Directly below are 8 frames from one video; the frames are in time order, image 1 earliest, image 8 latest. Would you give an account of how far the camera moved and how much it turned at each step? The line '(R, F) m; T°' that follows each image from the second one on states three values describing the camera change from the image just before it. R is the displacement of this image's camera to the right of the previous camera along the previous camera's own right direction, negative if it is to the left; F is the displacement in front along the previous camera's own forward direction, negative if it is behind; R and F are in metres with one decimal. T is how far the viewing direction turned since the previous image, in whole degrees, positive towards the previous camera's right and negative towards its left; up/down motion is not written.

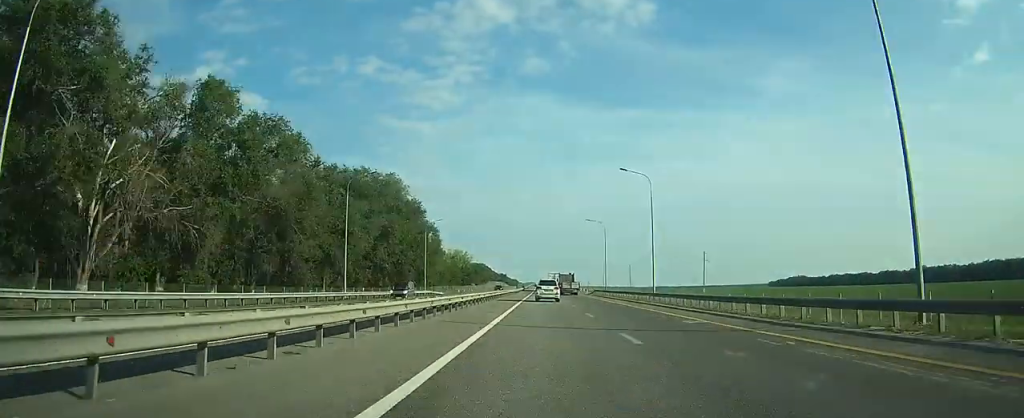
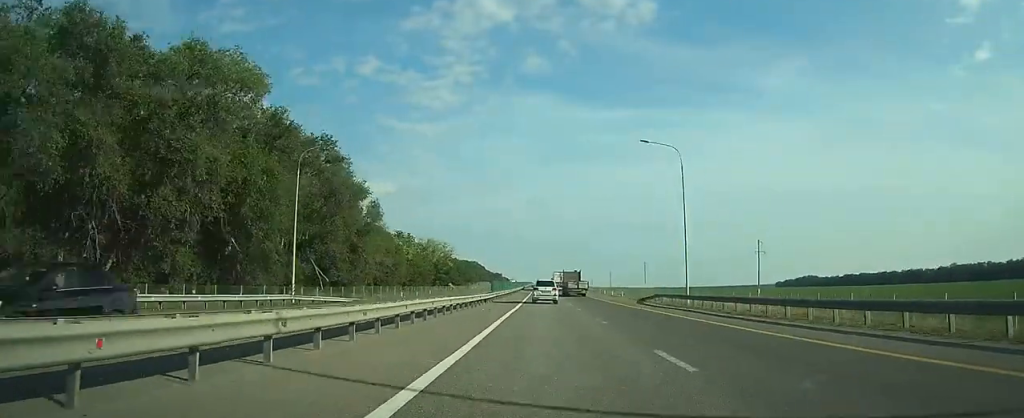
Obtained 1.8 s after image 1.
(-0.2, +52.3) m; 0°
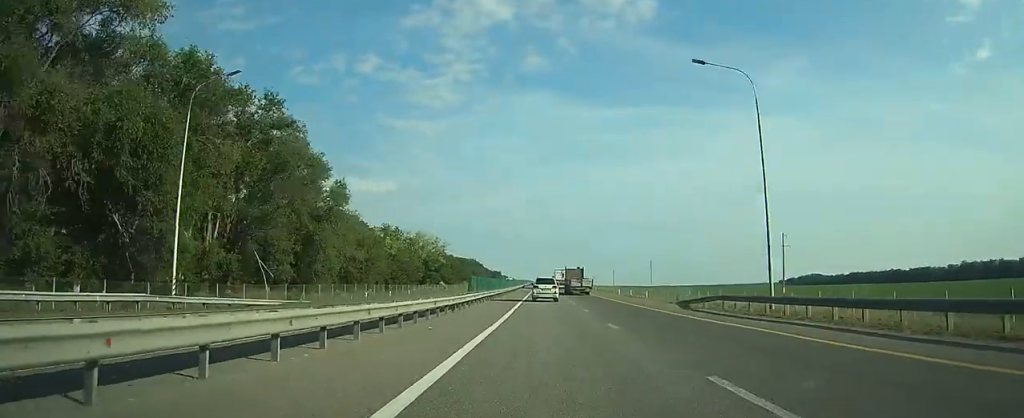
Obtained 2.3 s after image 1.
(0.0, +15.8) m; 0°
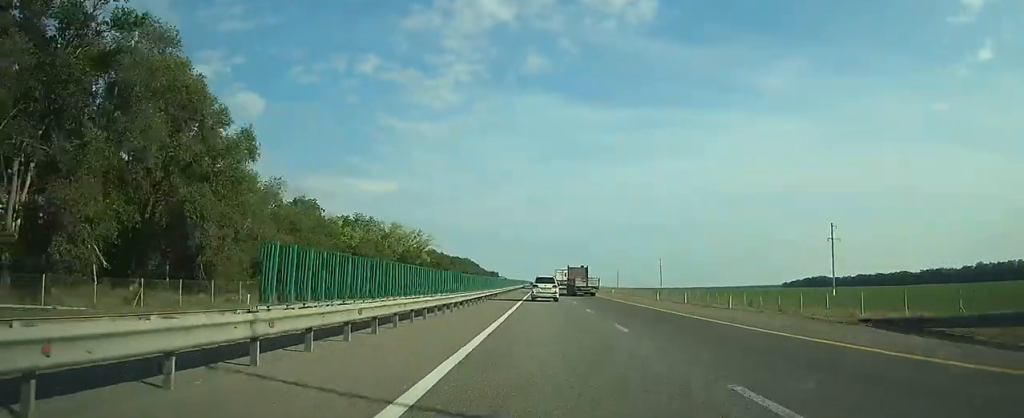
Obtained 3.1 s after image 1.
(+0.1, +24.7) m; 0°
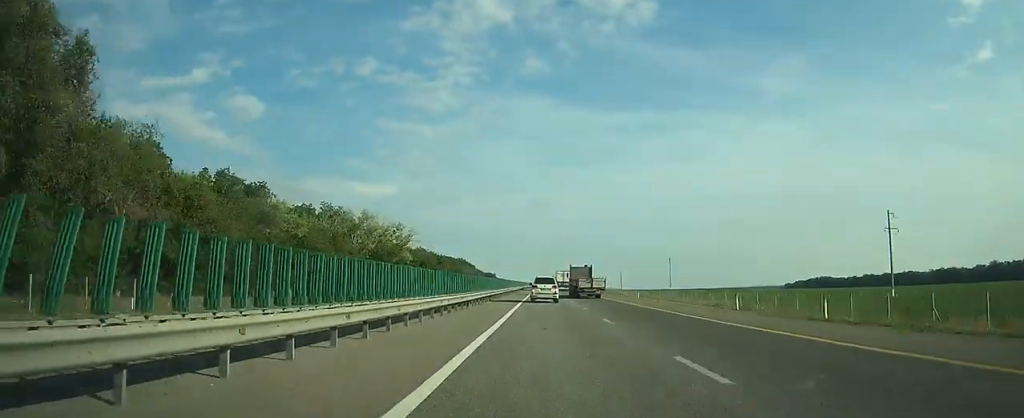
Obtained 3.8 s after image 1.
(0.0, +20.8) m; 0°
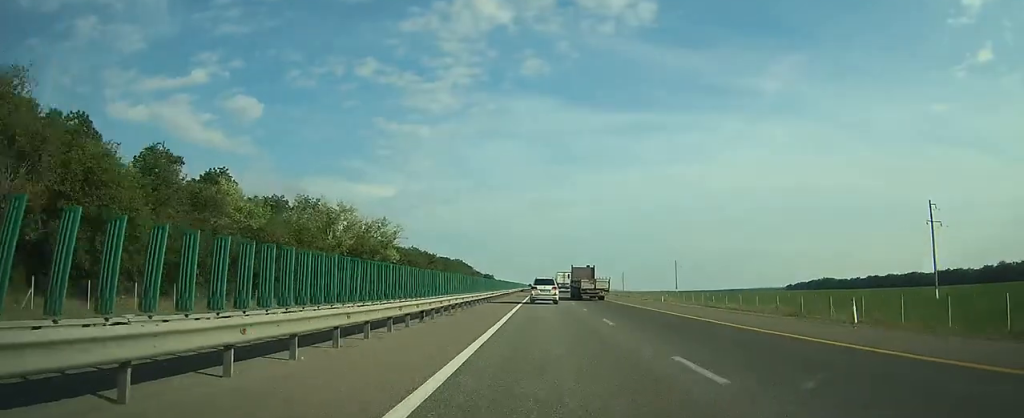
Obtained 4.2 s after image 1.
(0.0, +11.9) m; 0°
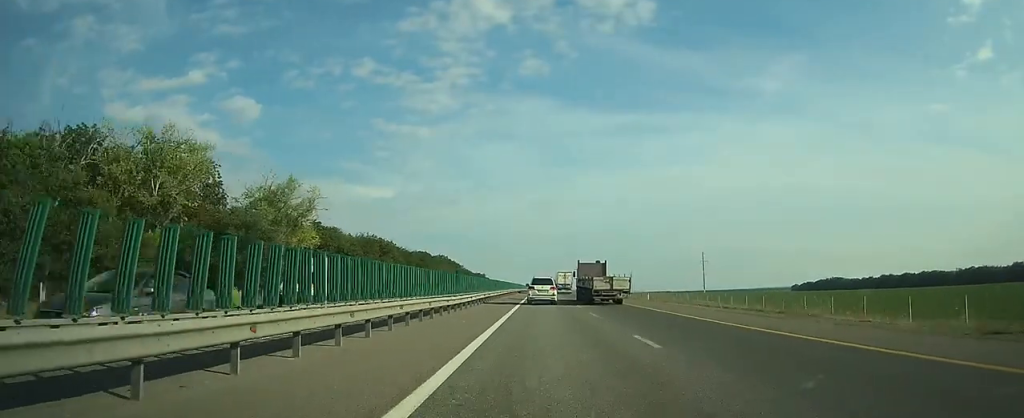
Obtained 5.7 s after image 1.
(0.0, +43.8) m; 0°
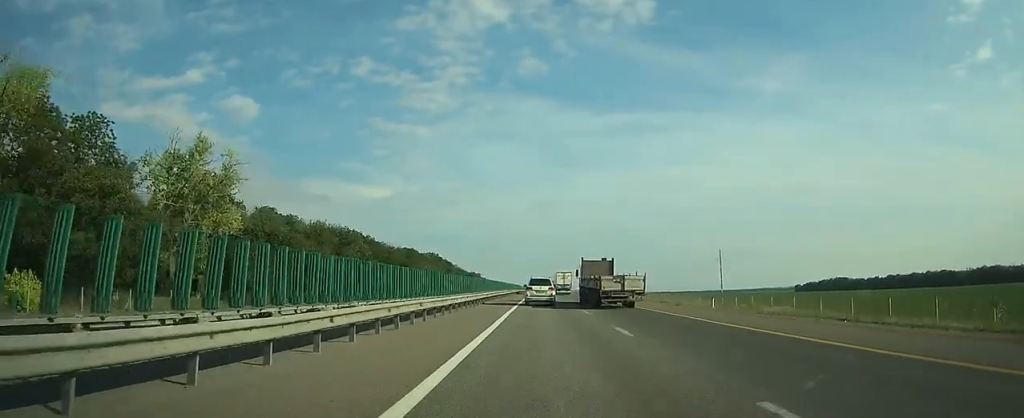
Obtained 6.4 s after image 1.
(0.0, +20.9) m; 0°
